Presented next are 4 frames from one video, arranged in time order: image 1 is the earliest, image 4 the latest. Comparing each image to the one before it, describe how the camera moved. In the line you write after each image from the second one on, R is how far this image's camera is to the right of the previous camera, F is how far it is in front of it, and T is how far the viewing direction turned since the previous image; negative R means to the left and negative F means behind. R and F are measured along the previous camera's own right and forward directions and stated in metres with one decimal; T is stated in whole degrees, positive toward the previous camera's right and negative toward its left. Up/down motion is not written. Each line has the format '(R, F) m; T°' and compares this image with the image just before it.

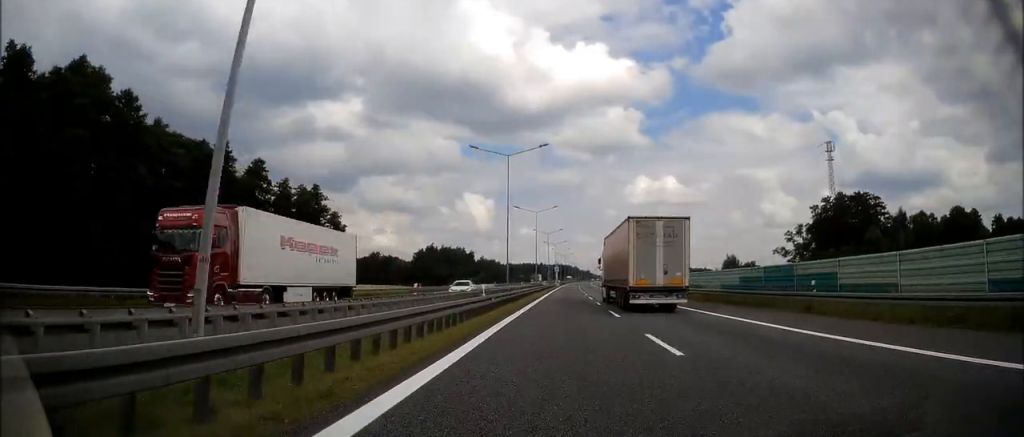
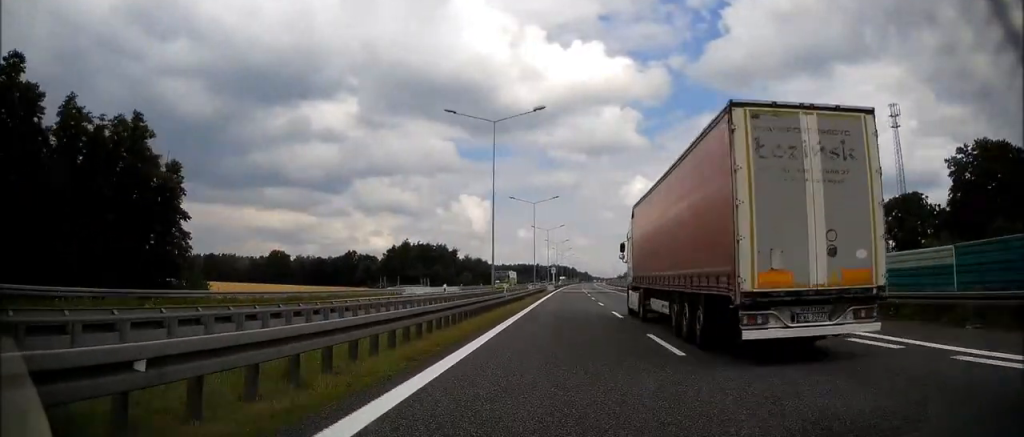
(+0.4, +48.1) m; 0°
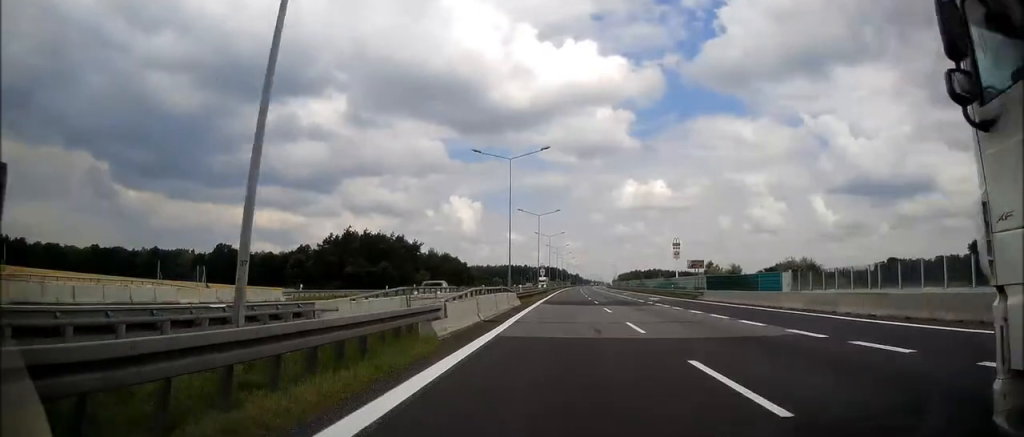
(+0.2, +65.4) m; +1°
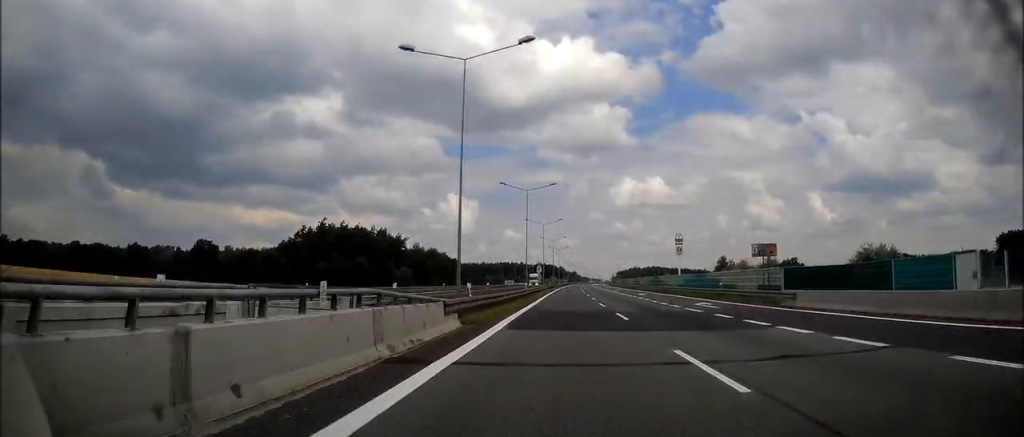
(+0.1, +21.0) m; 0°
